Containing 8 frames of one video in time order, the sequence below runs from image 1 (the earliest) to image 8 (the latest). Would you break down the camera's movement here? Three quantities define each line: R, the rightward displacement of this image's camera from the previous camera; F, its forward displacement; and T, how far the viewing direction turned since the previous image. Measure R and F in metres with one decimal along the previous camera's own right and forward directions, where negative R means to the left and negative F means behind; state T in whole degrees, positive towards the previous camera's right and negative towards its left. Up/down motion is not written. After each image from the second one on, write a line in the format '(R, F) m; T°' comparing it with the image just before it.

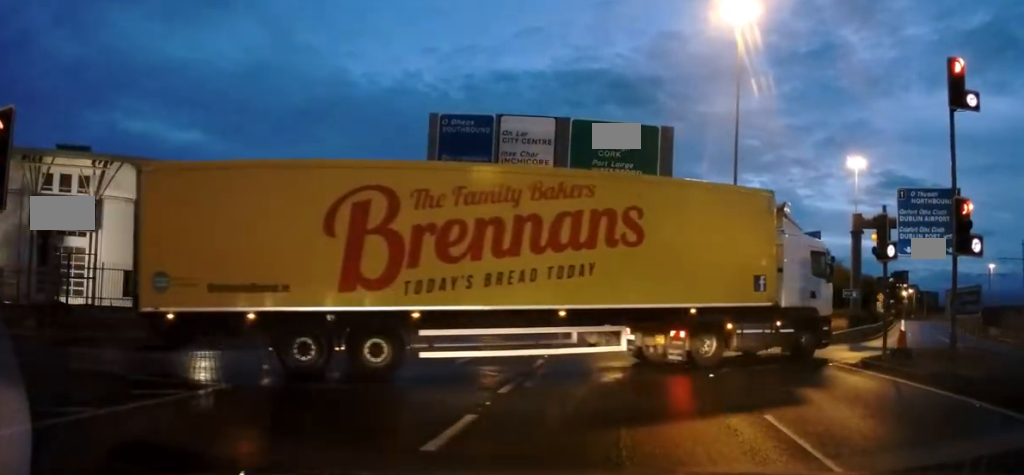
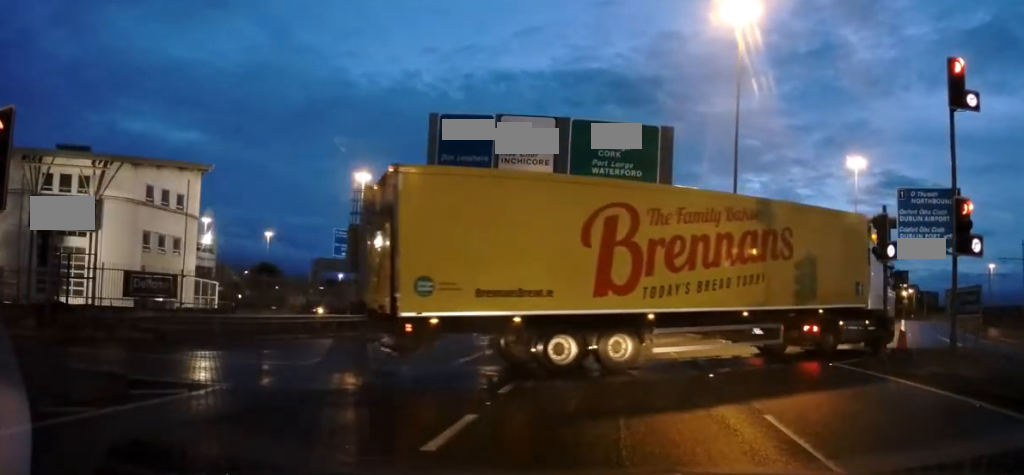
(0.0, 0.0) m; 0°
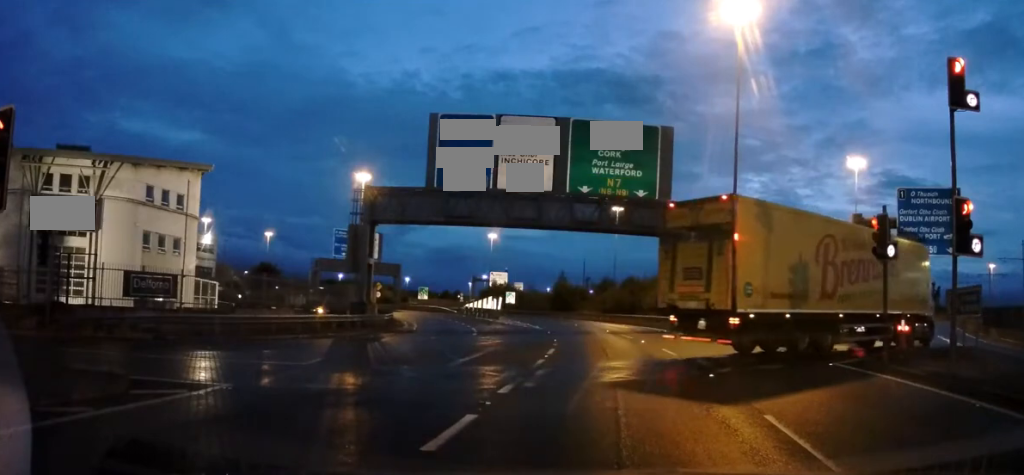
(+0.1, +0.3) m; 0°
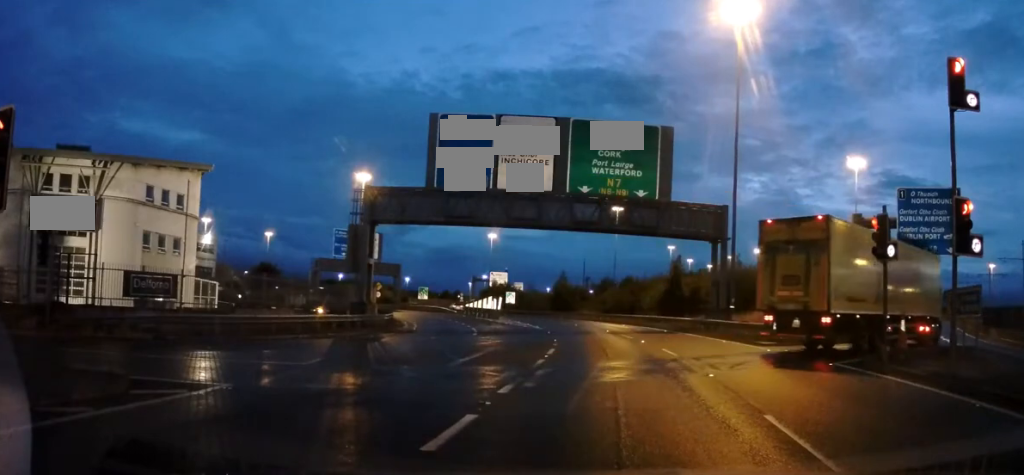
(0.0, 0.0) m; 0°
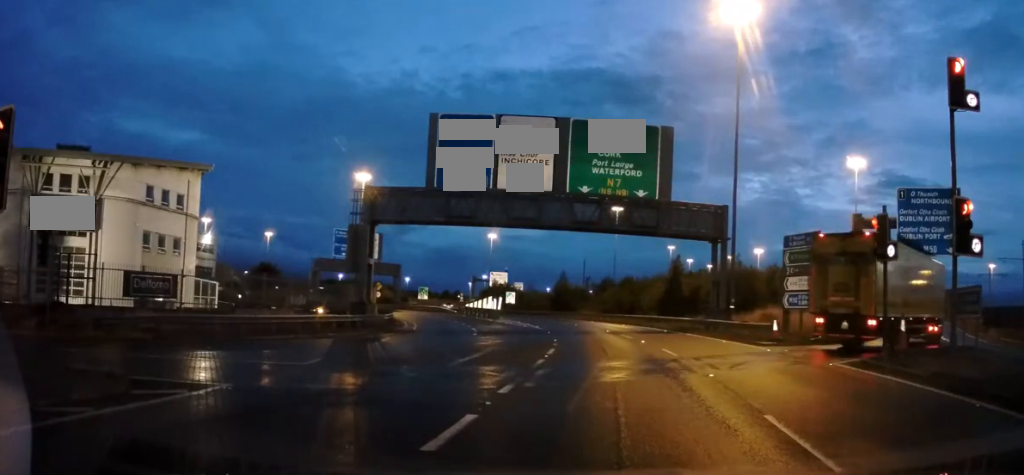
(0.0, 0.0) m; 0°
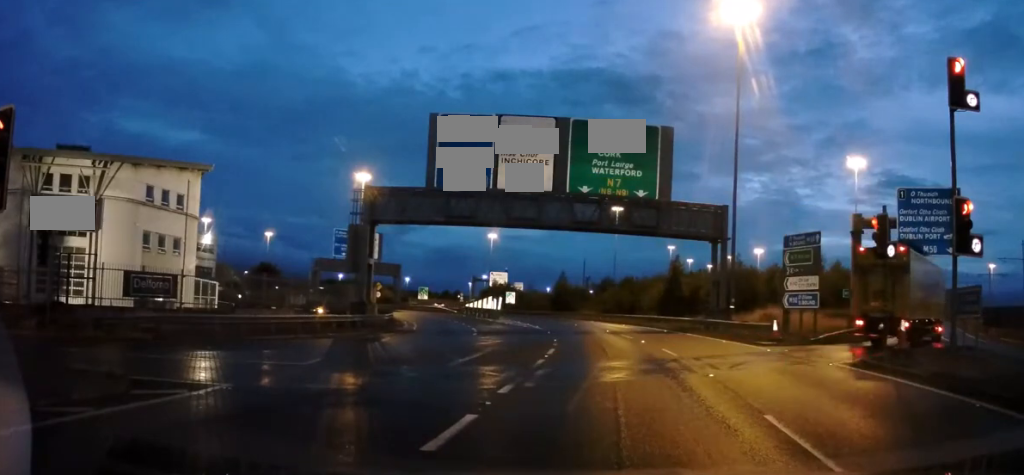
(0.0, 0.0) m; 0°
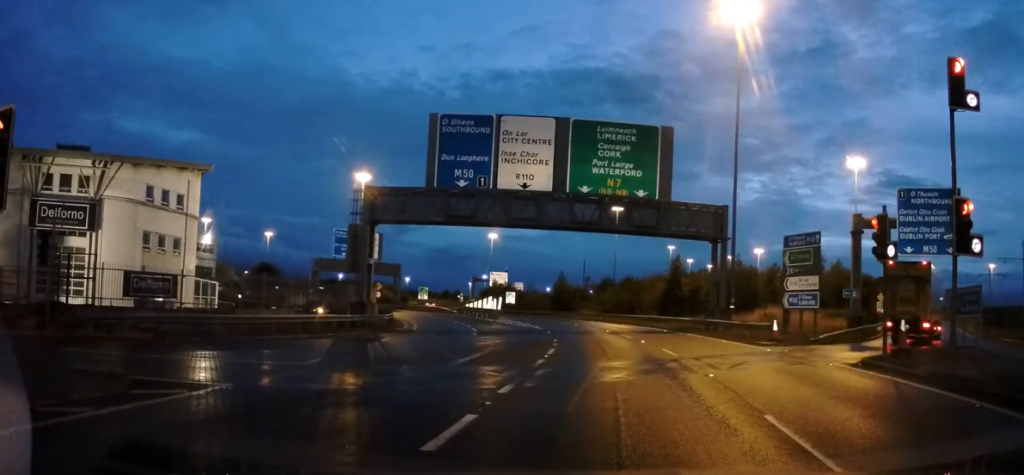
(0.0, 0.0) m; 0°
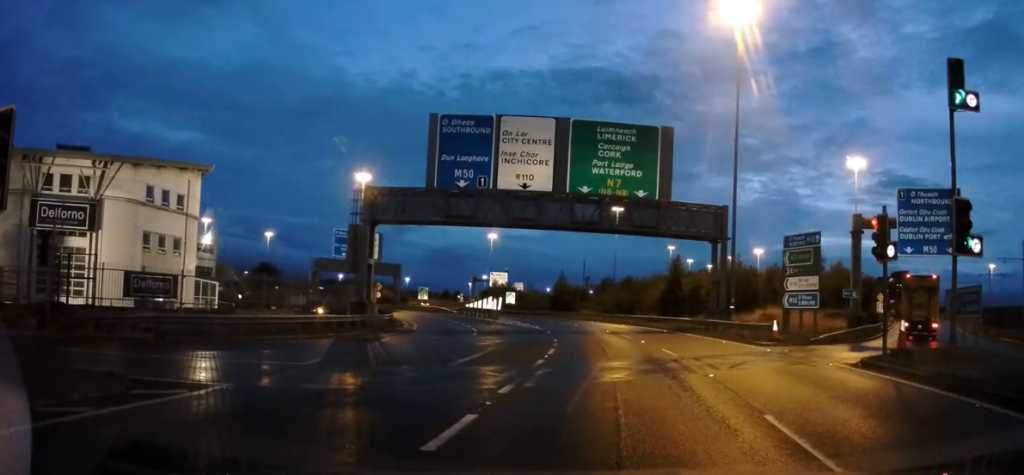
(0.0, +0.3) m; 0°
